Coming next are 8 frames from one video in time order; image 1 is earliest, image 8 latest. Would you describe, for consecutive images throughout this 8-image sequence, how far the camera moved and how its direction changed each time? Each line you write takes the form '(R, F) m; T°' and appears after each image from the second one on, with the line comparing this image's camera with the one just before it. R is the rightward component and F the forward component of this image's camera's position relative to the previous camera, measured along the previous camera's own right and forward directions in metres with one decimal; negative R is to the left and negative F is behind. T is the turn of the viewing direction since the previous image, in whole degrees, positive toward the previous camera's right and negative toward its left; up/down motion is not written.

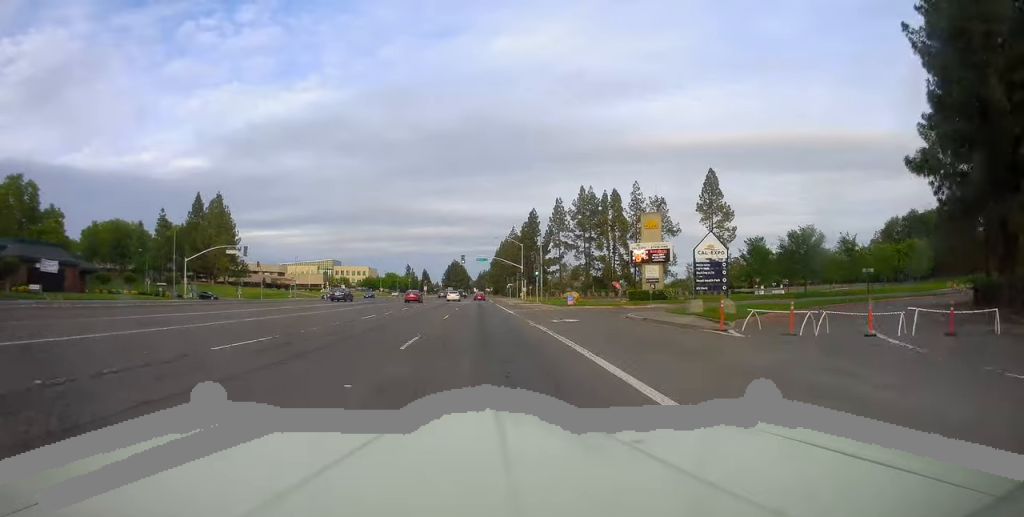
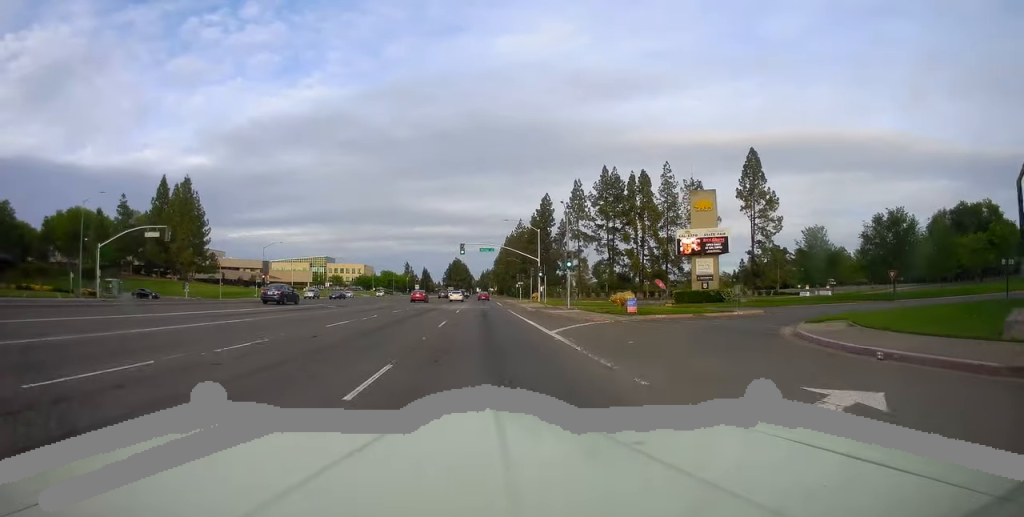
(+0.1, +21.1) m; -1°
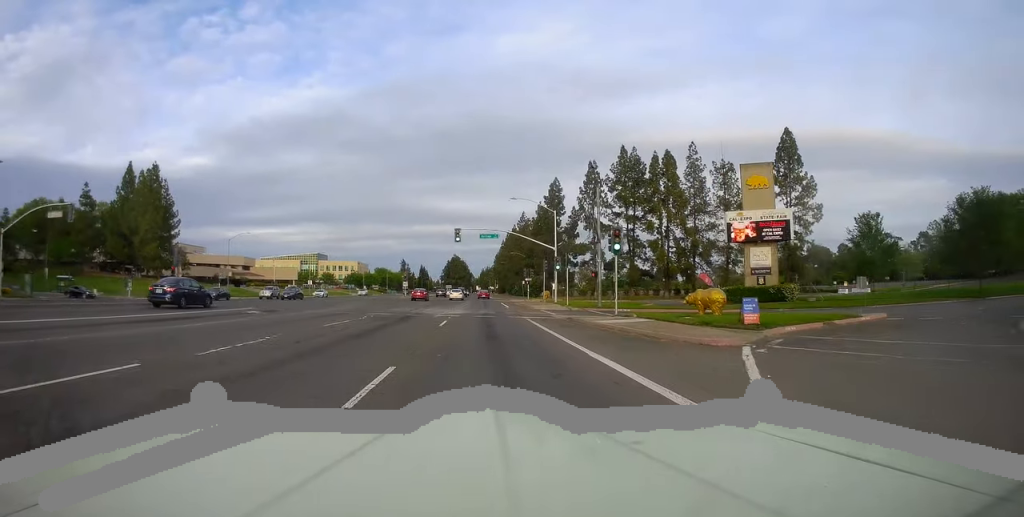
(-0.2, +15.5) m; 0°
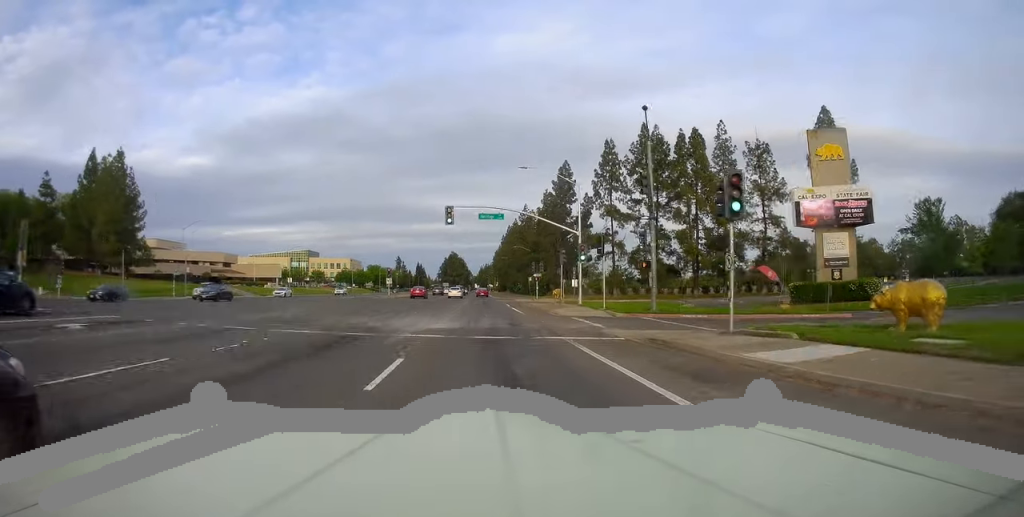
(-0.2, +14.1) m; 0°
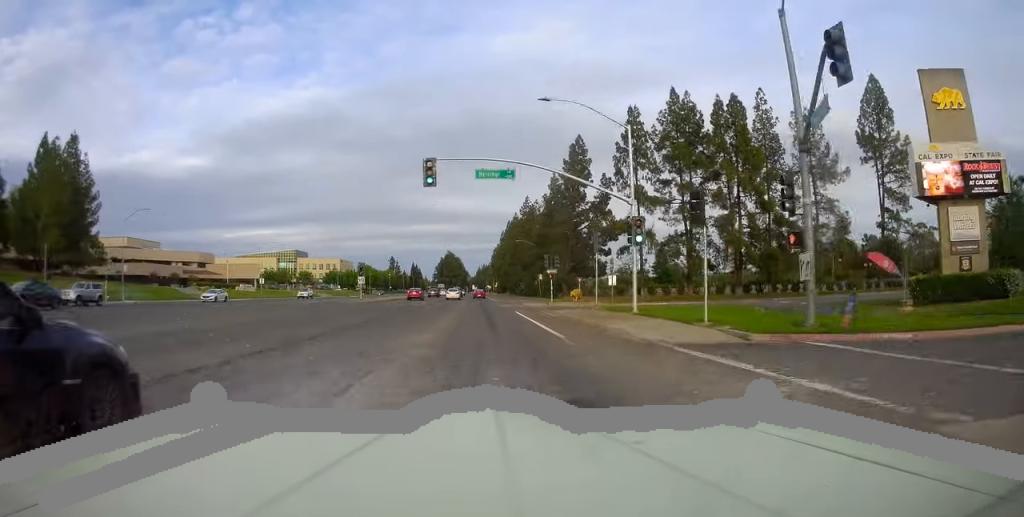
(+0.3, +15.5) m; +1°
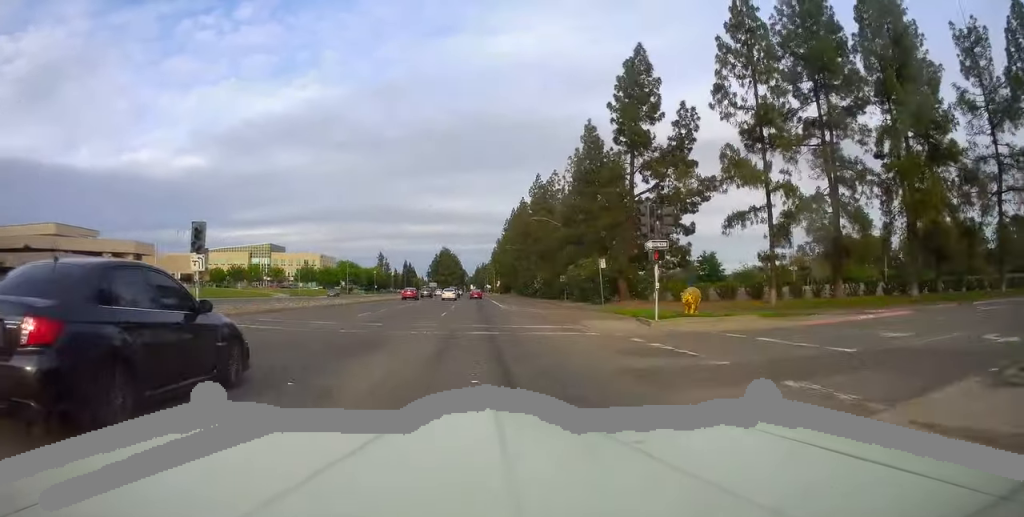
(+0.1, +32.5) m; 0°
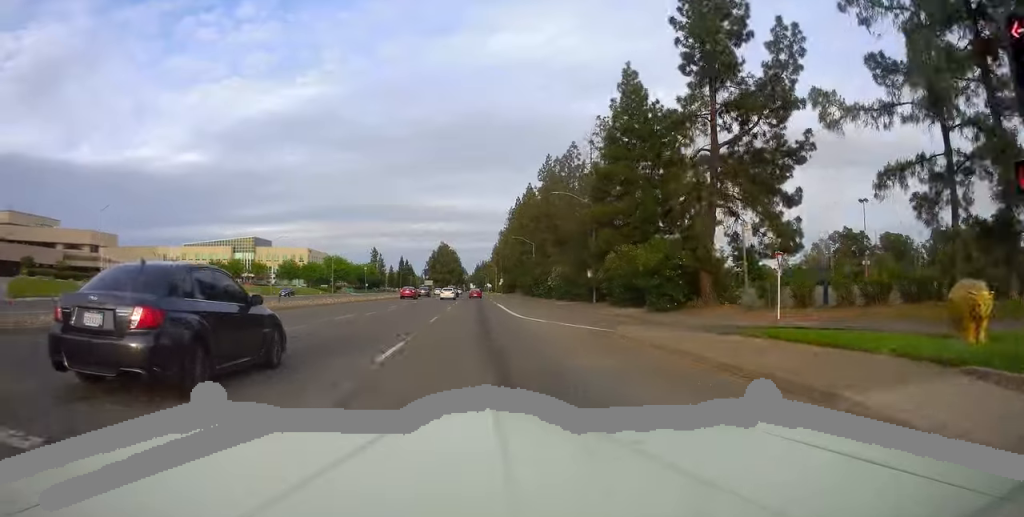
(0.0, +17.5) m; -1°
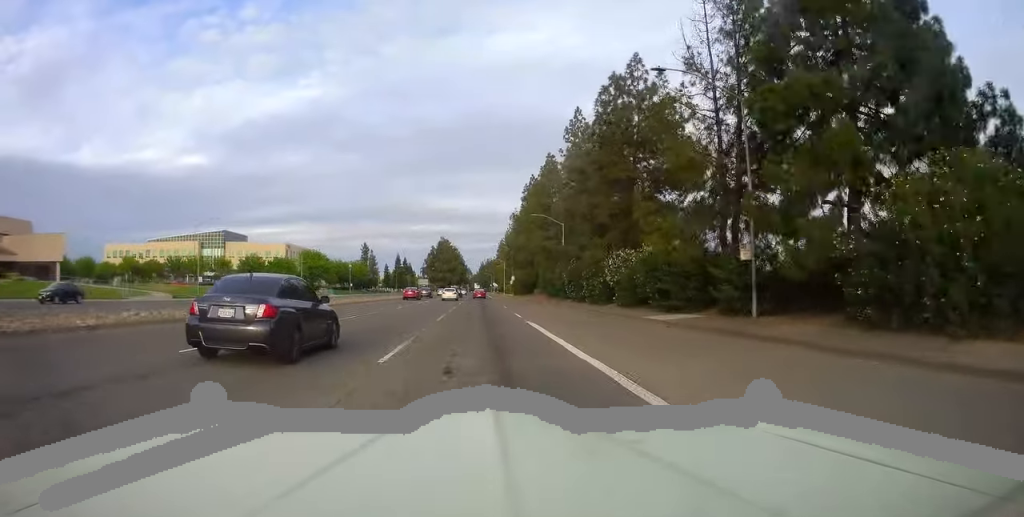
(+0.1, +30.6) m; +1°
